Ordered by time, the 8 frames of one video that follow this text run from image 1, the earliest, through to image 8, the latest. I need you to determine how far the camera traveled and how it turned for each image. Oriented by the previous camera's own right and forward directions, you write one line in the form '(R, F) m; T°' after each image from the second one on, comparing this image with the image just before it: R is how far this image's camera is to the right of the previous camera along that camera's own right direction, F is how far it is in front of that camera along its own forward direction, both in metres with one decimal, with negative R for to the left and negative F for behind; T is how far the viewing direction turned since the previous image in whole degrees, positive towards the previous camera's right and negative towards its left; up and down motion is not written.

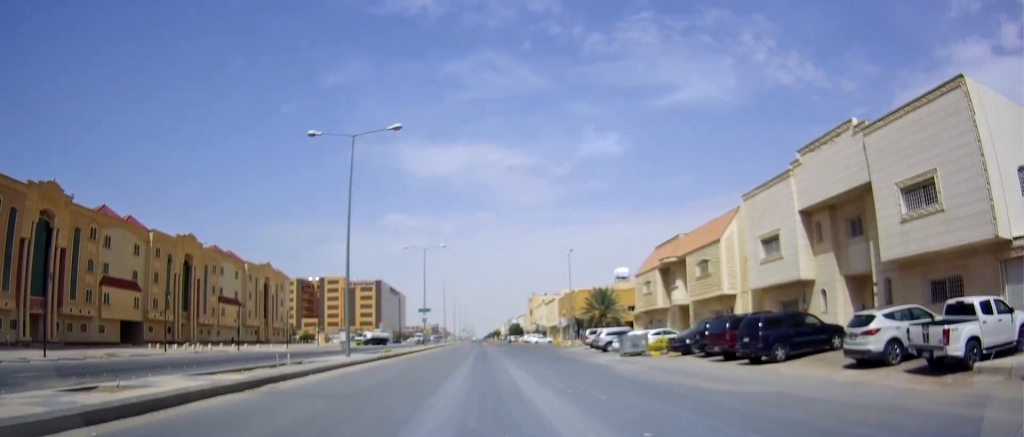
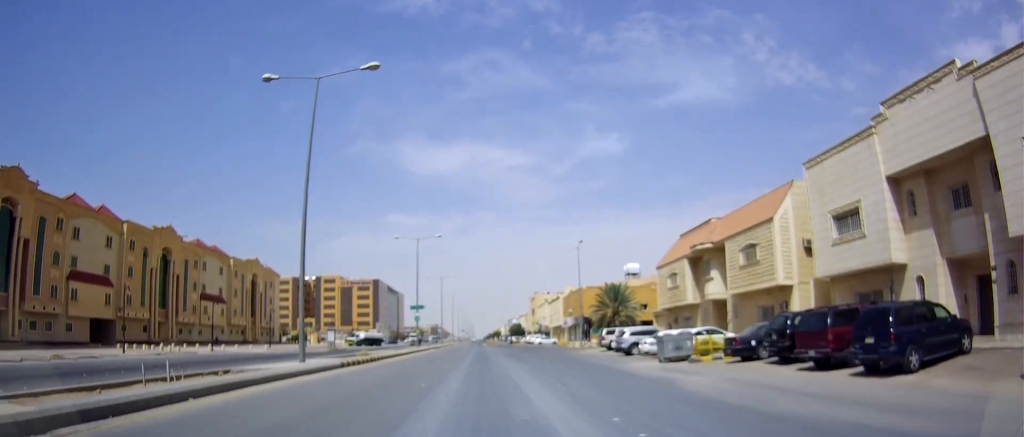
(+0.1, +8.1) m; +1°
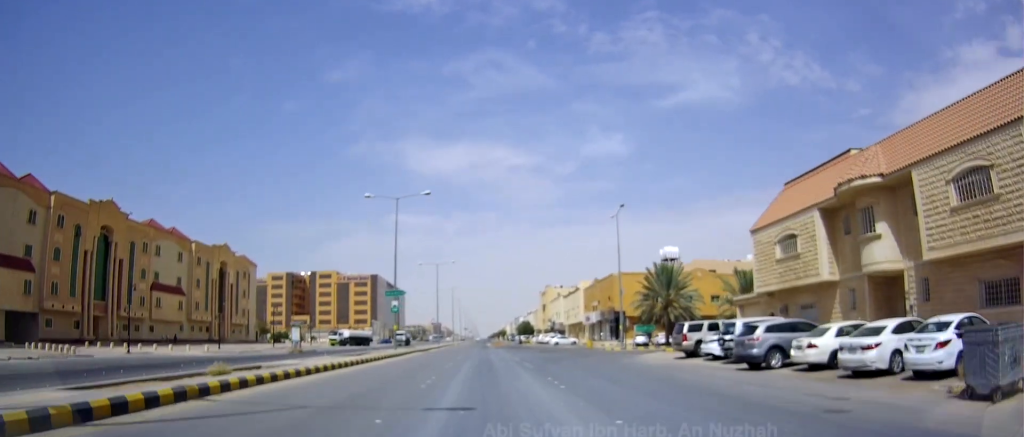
(+0.6, +19.9) m; +2°
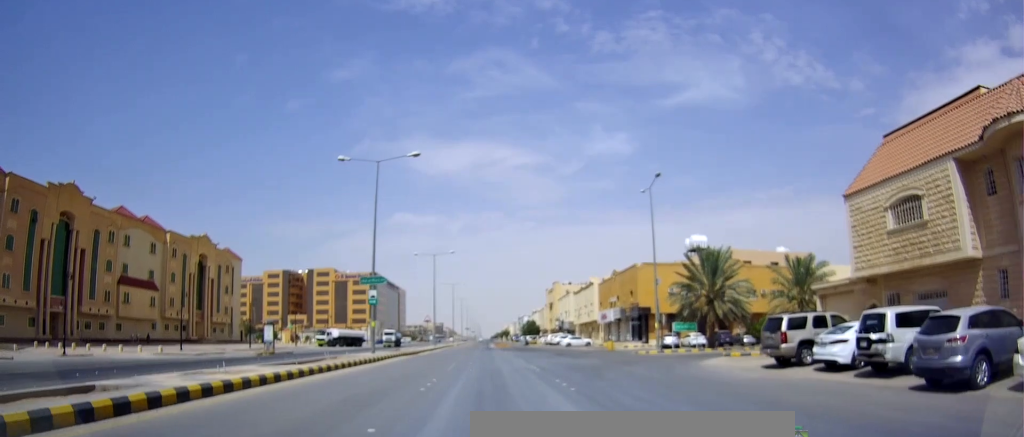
(0.0, +10.6) m; -2°
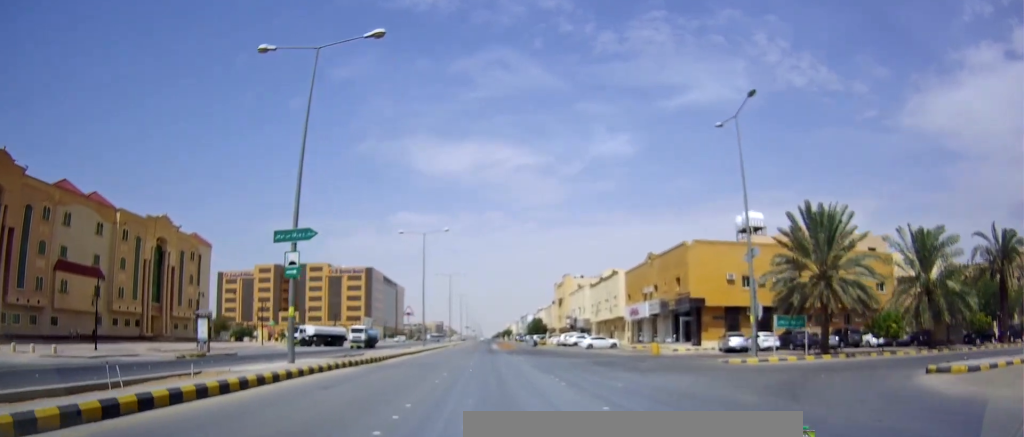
(-0.3, +16.2) m; 0°
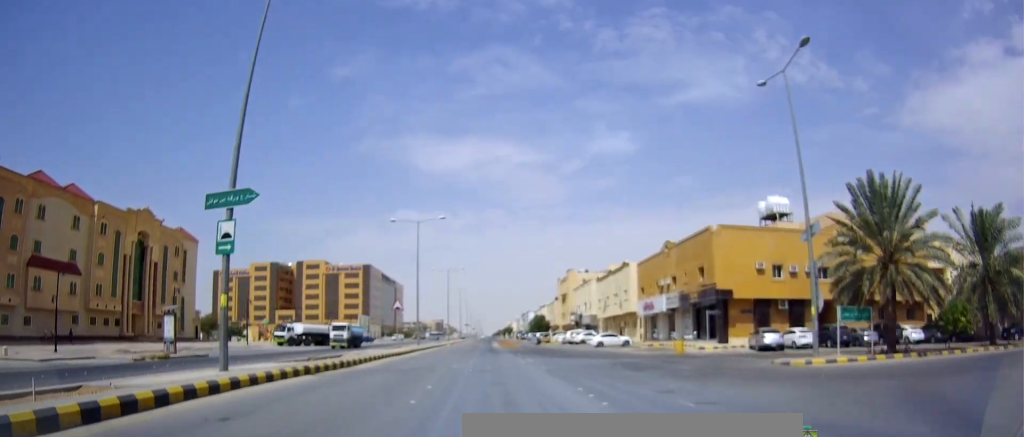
(+0.3, +5.9) m; -1°
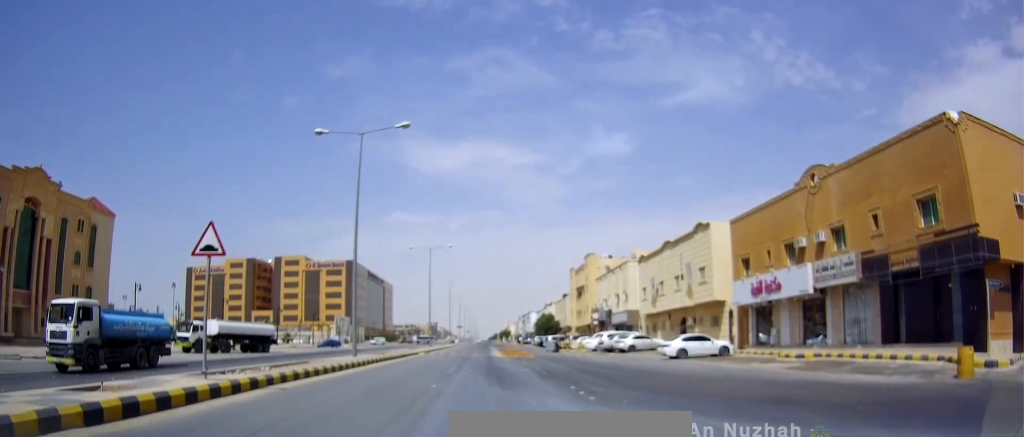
(-0.3, +28.0) m; +1°
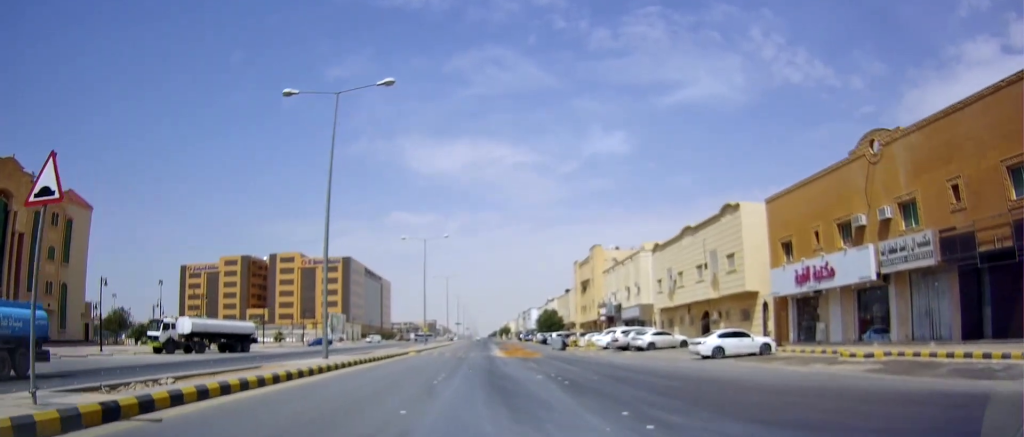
(+0.1, +6.0) m; -1°
